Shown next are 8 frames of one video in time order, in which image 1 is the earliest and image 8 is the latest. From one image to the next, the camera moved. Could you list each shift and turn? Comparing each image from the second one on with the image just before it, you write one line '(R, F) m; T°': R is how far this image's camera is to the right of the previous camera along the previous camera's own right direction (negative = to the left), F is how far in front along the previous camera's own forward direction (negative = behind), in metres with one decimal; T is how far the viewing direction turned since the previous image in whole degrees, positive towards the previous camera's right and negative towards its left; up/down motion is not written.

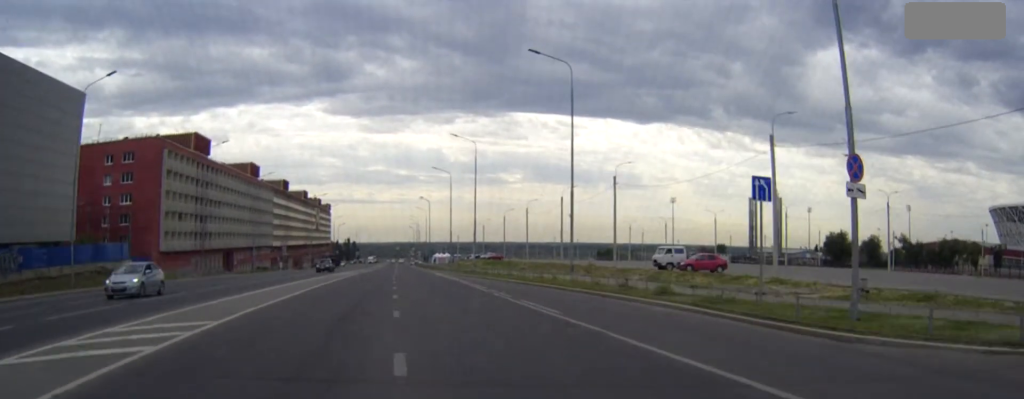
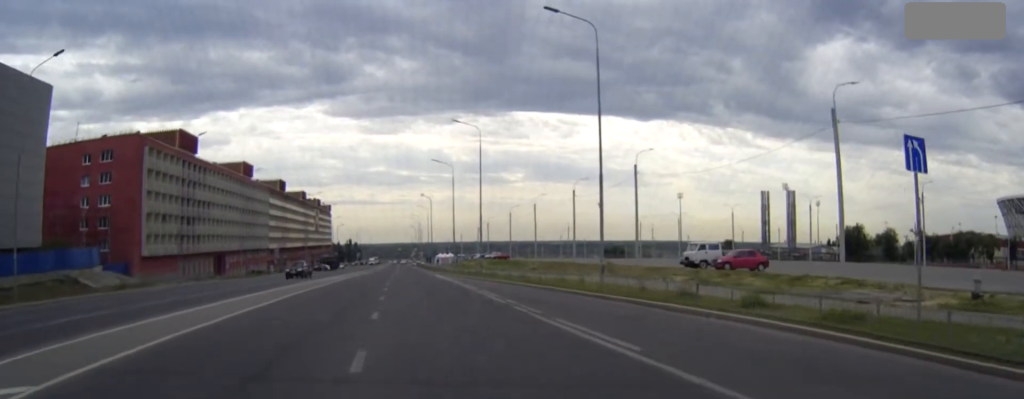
(0.0, +7.7) m; -1°
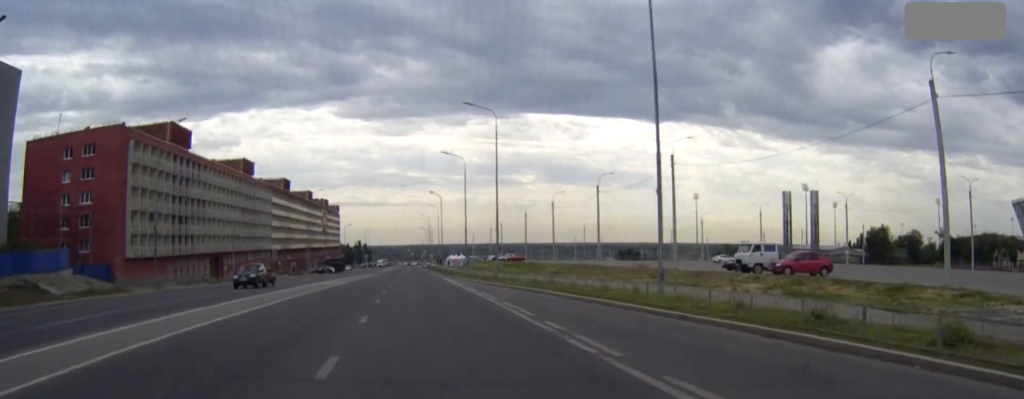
(0.0, +8.2) m; -1°
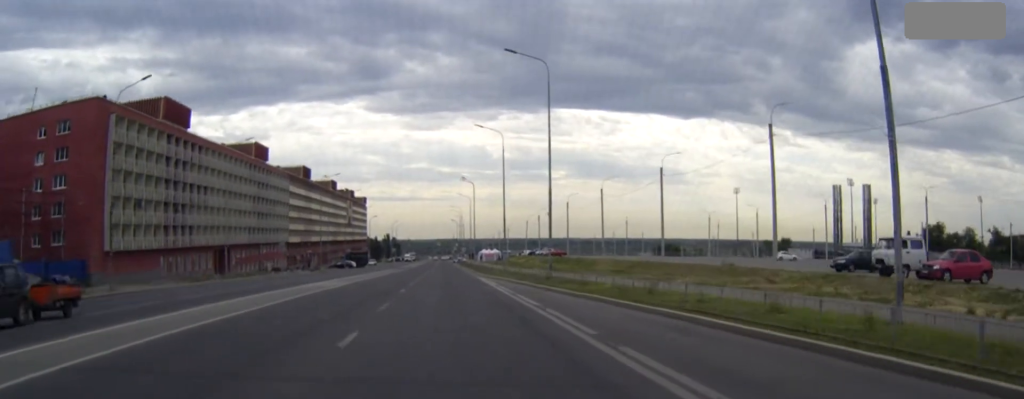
(-0.2, +13.5) m; -2°
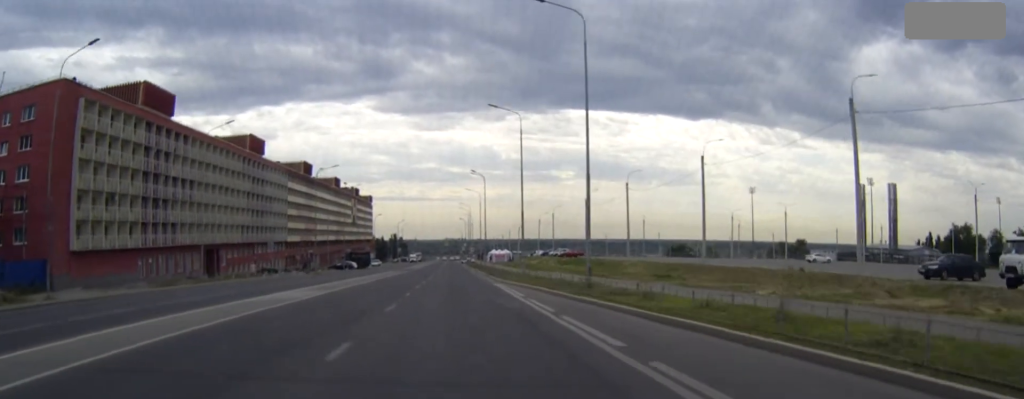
(-0.1, +9.4) m; -1°
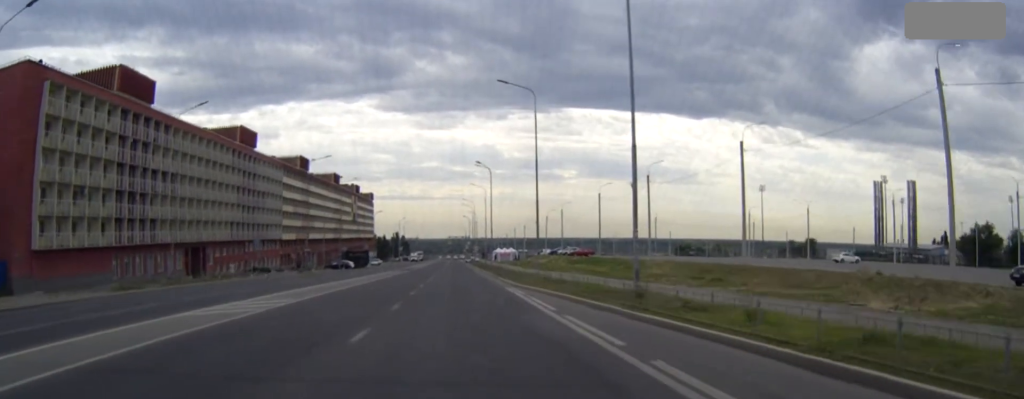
(-0.1, +7.9) m; 0°
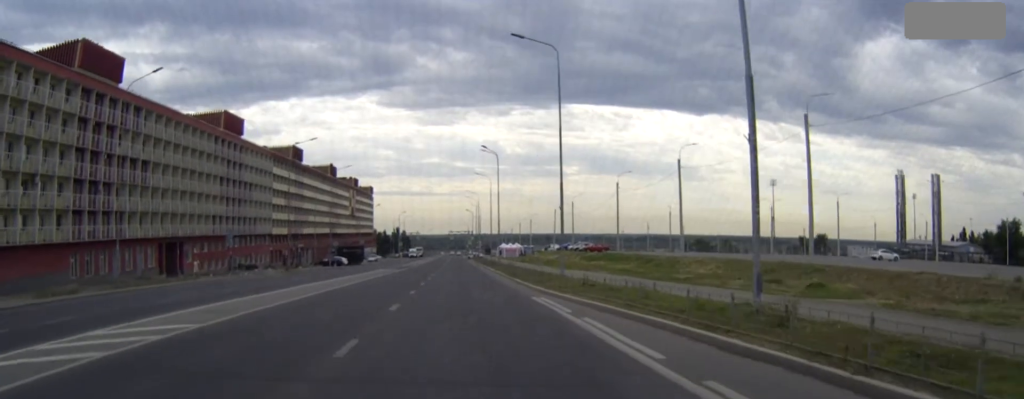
(0.0, +10.0) m; 0°
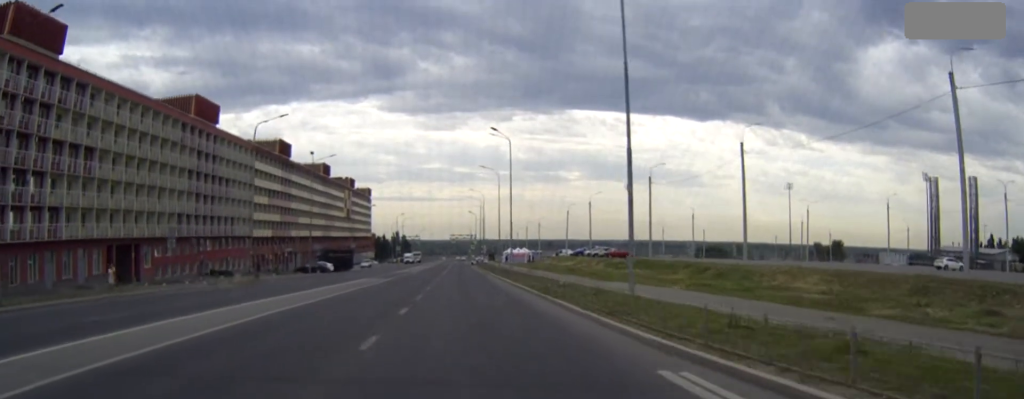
(-0.1, +14.7) m; 0°
